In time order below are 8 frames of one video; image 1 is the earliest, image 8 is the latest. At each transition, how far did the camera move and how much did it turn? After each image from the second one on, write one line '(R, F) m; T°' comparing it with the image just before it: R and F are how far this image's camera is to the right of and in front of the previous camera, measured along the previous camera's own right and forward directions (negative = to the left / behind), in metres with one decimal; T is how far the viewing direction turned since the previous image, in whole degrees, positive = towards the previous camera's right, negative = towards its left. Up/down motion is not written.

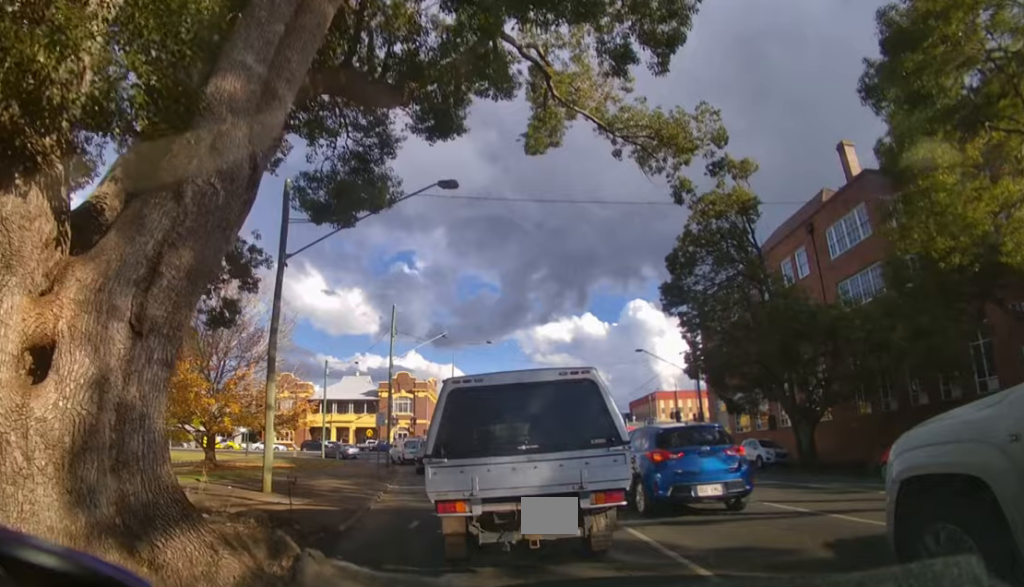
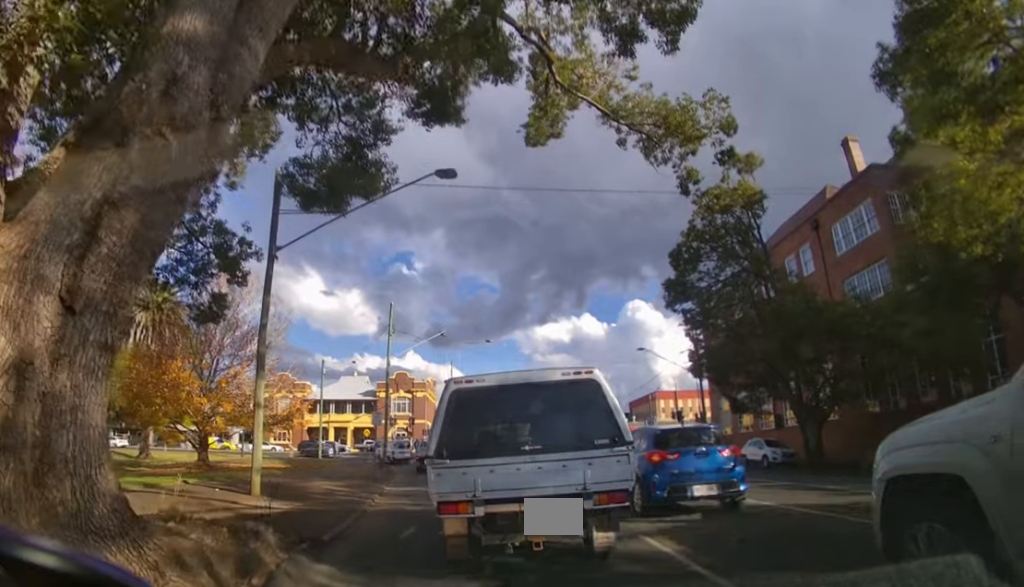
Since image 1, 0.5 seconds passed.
(0.0, +0.7) m; 0°
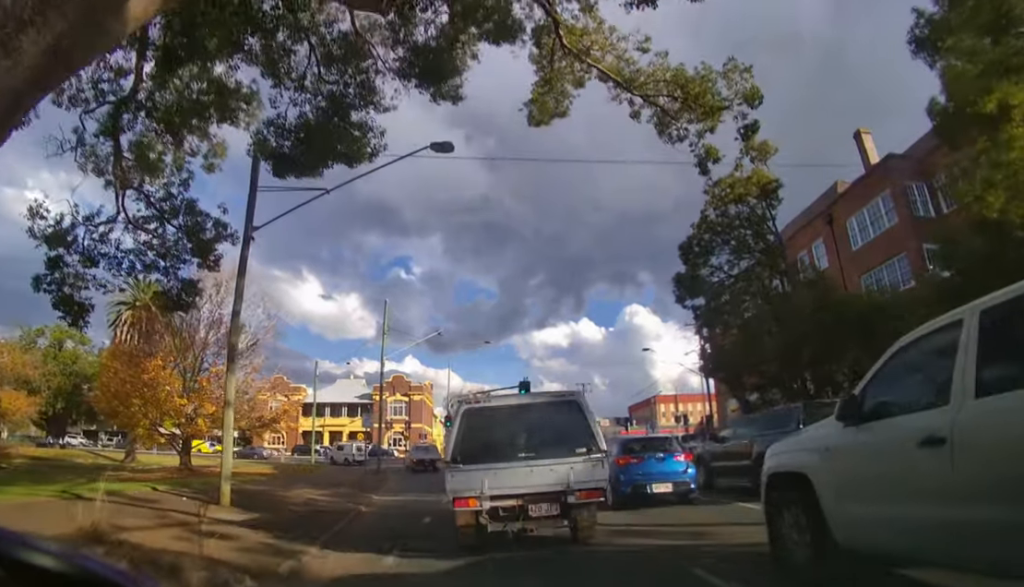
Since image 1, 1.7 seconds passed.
(-0.1, +1.7) m; -6°
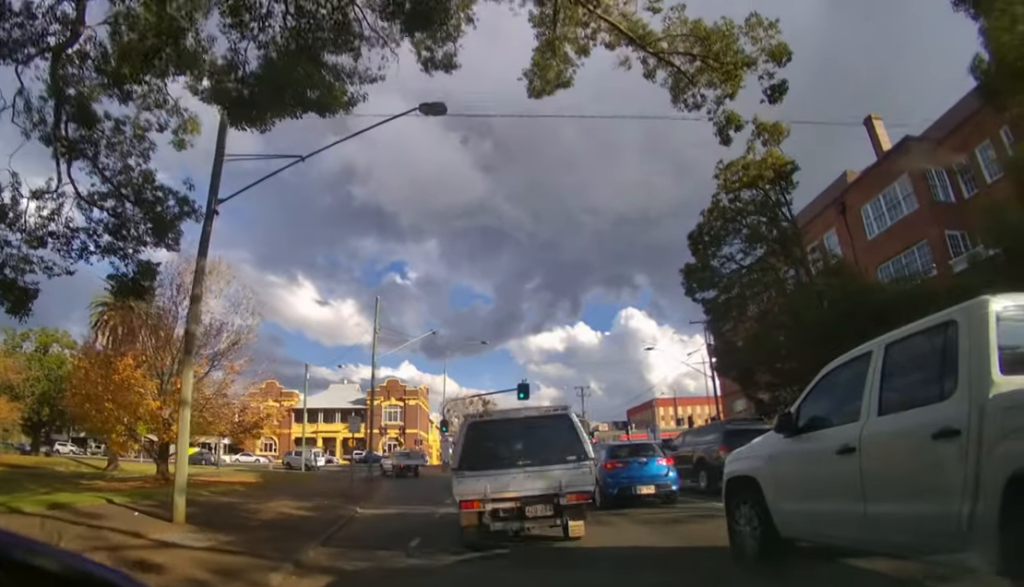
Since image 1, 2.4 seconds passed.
(-0.1, +1.3) m; 0°
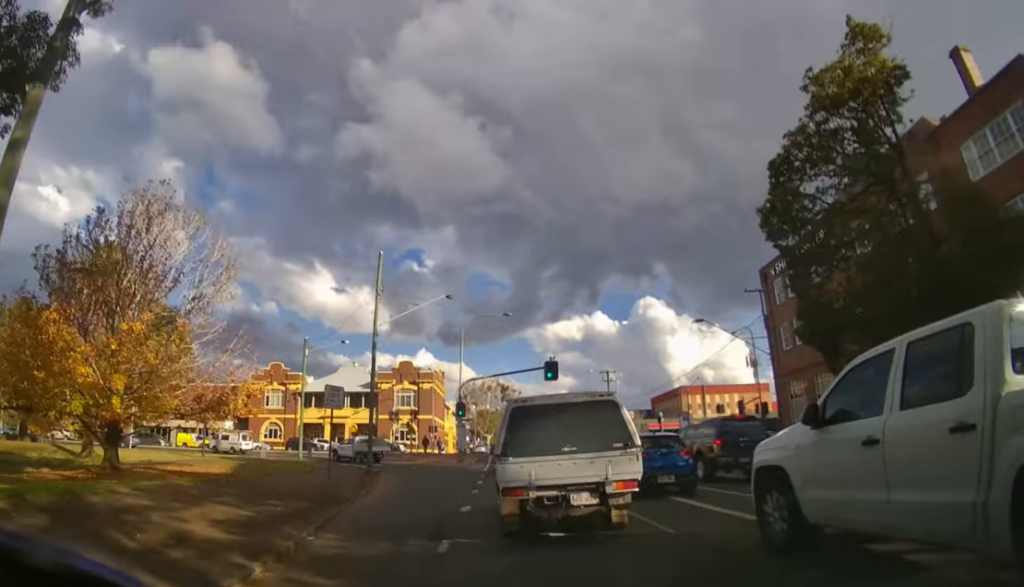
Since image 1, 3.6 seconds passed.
(+0.1, +4.0) m; +3°
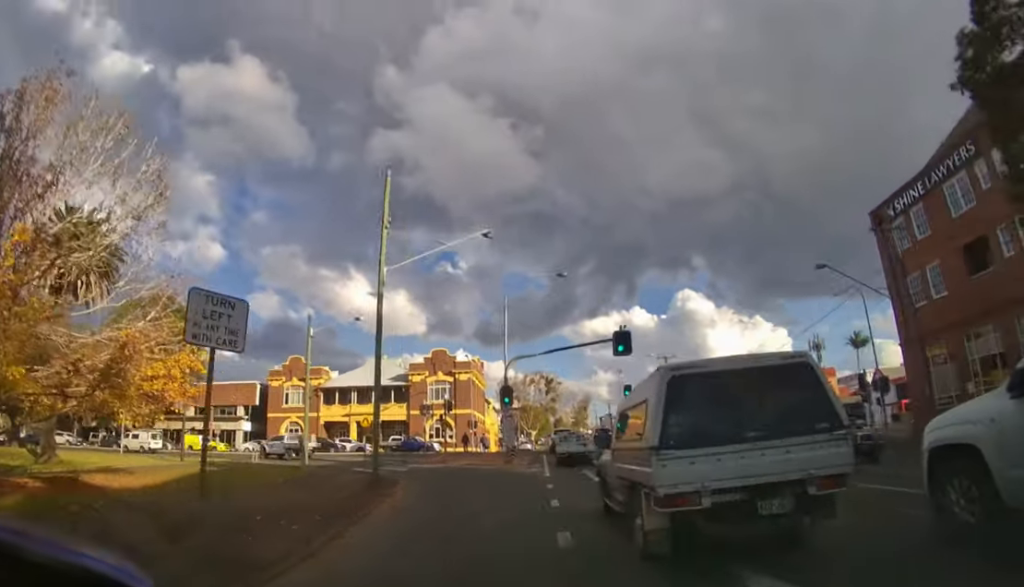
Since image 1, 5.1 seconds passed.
(-0.2, +8.1) m; -4°
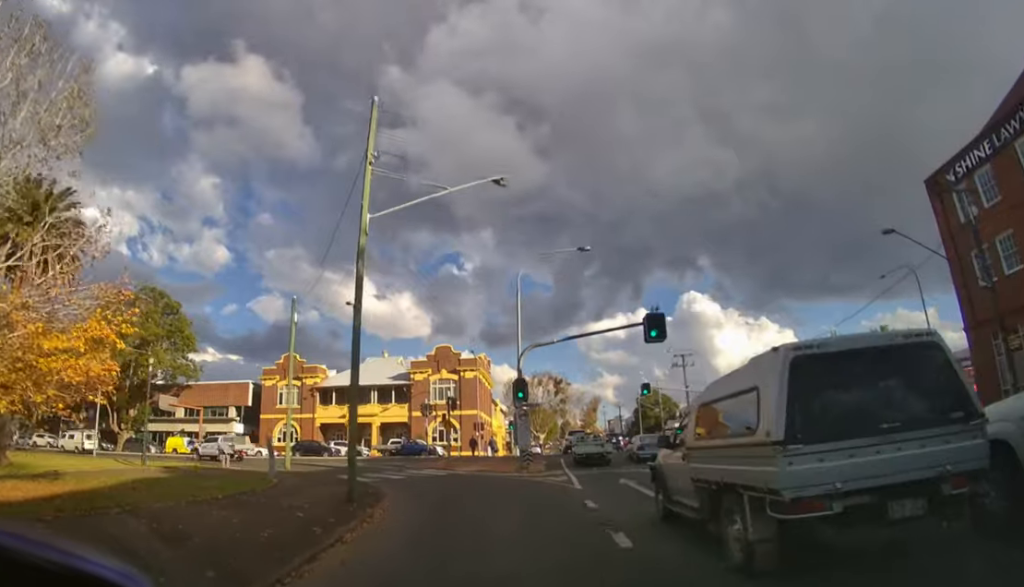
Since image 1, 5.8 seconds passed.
(-0.1, +4.4) m; -2°
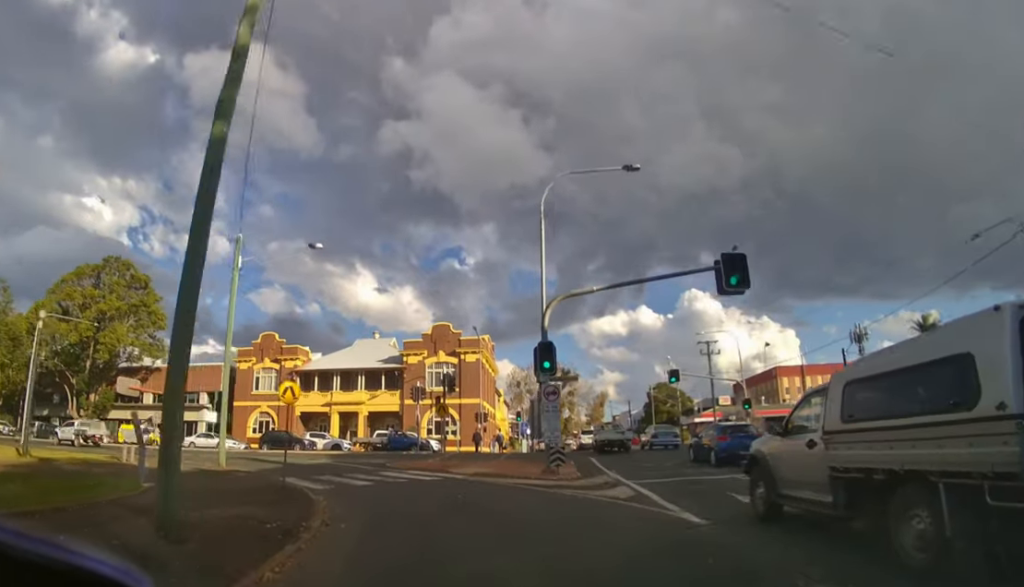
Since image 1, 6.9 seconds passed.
(0.0, +7.6) m; -3°
